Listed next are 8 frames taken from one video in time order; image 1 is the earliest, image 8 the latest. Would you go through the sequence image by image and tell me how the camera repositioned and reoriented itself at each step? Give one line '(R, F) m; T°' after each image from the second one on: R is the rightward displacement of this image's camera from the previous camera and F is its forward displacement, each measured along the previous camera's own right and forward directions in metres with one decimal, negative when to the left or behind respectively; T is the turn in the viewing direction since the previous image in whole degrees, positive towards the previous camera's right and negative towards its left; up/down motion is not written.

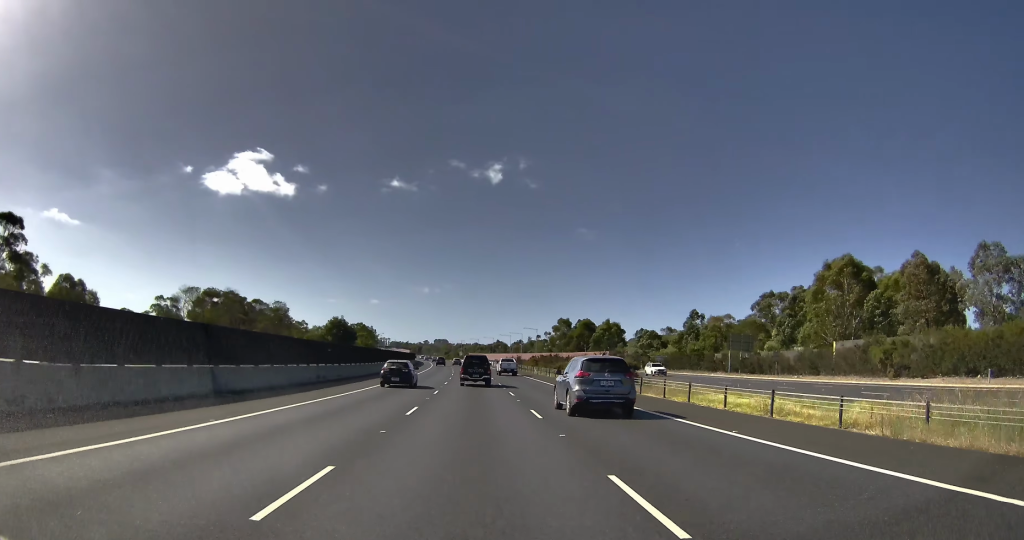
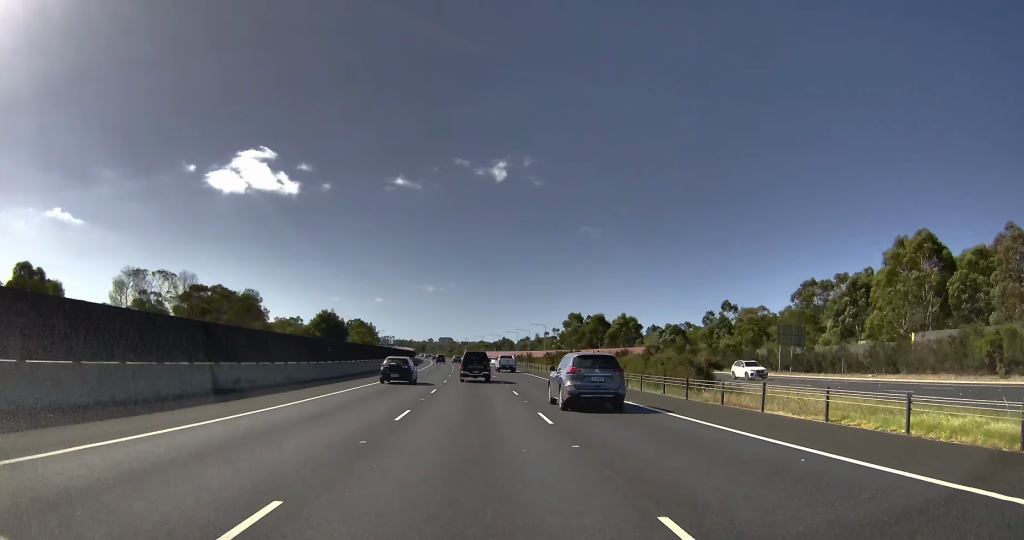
(+0.1, +13.9) m; 0°
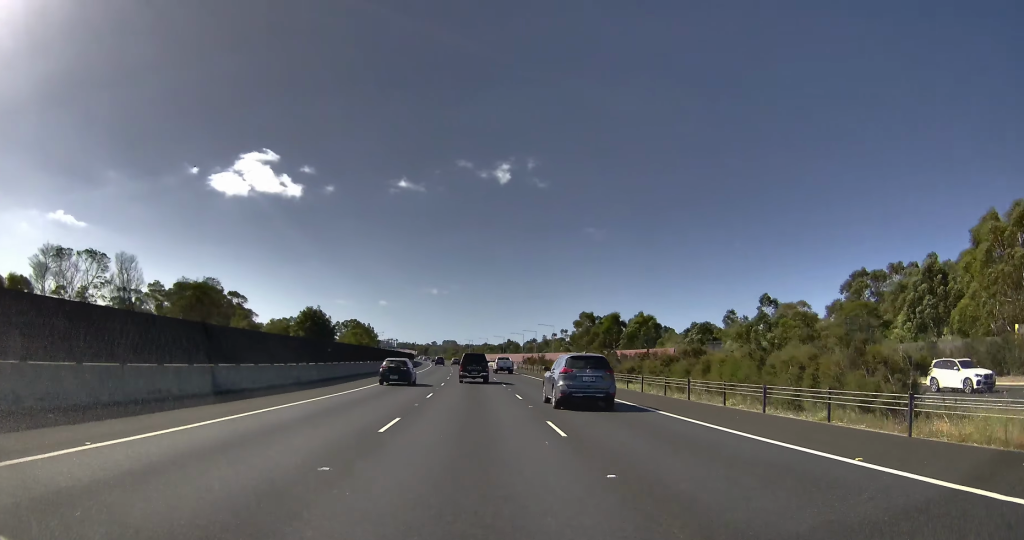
(0.0, +14.8) m; +1°
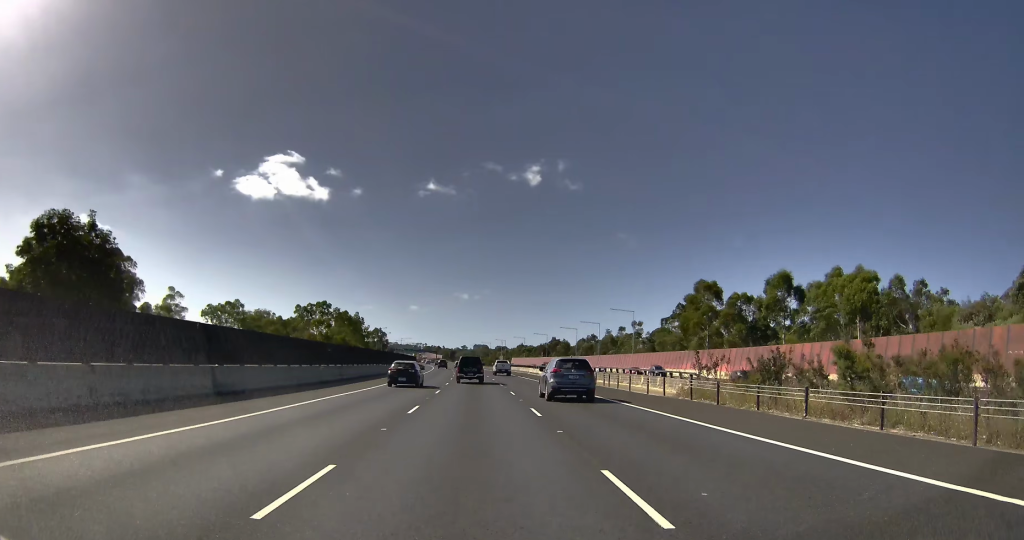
(+1.8, +90.5) m; +3°
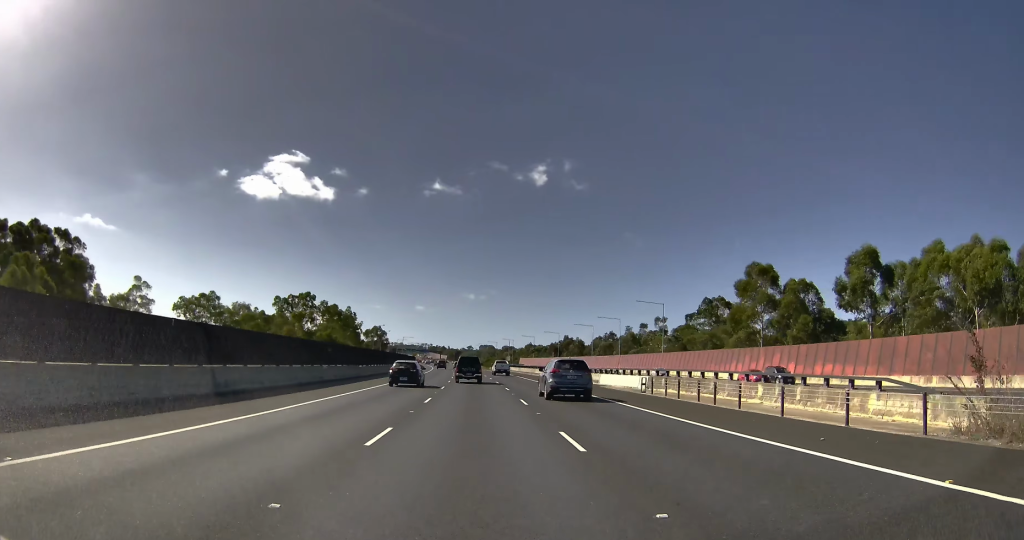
(+0.4, +24.1) m; +1°
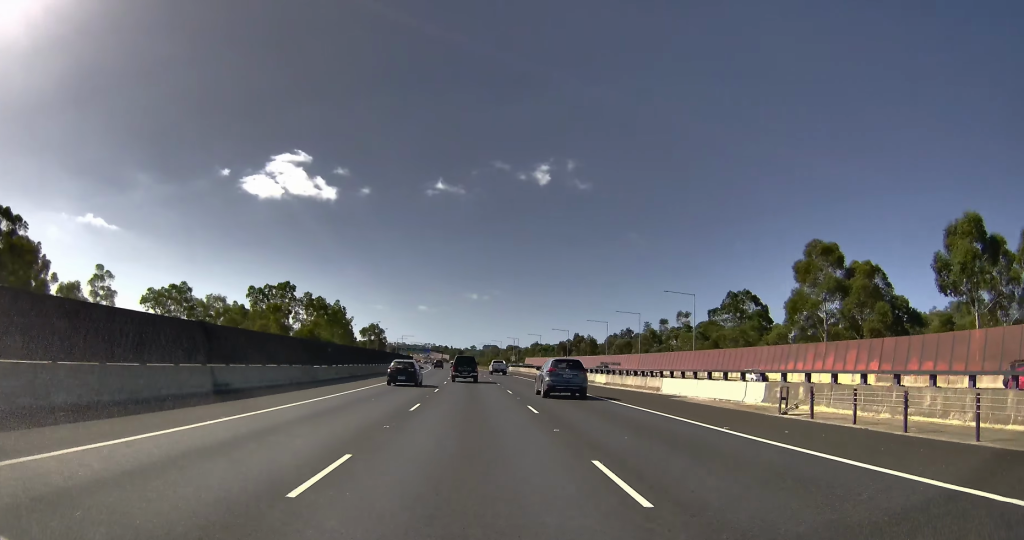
(0.0, +20.6) m; 0°
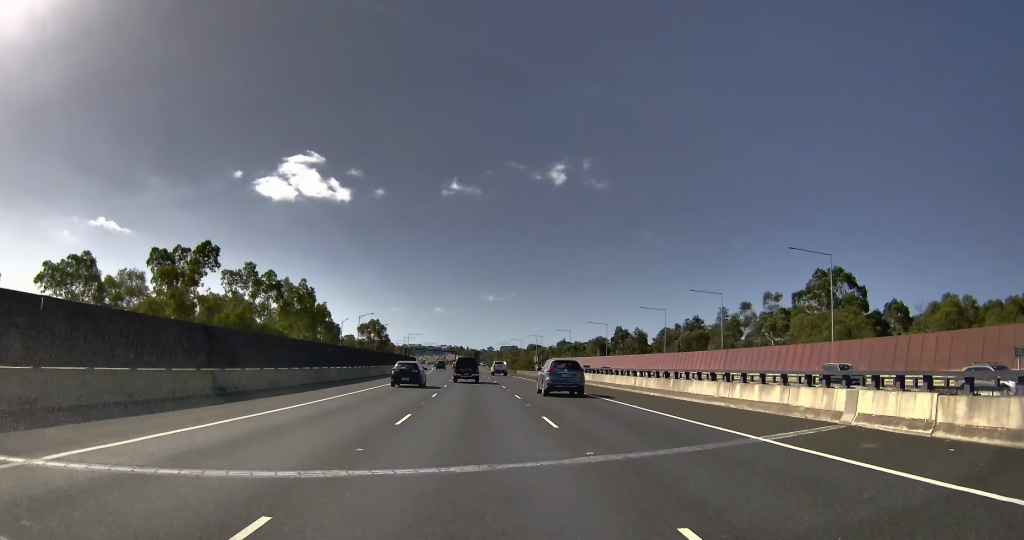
(+0.6, +46.4) m; +2°
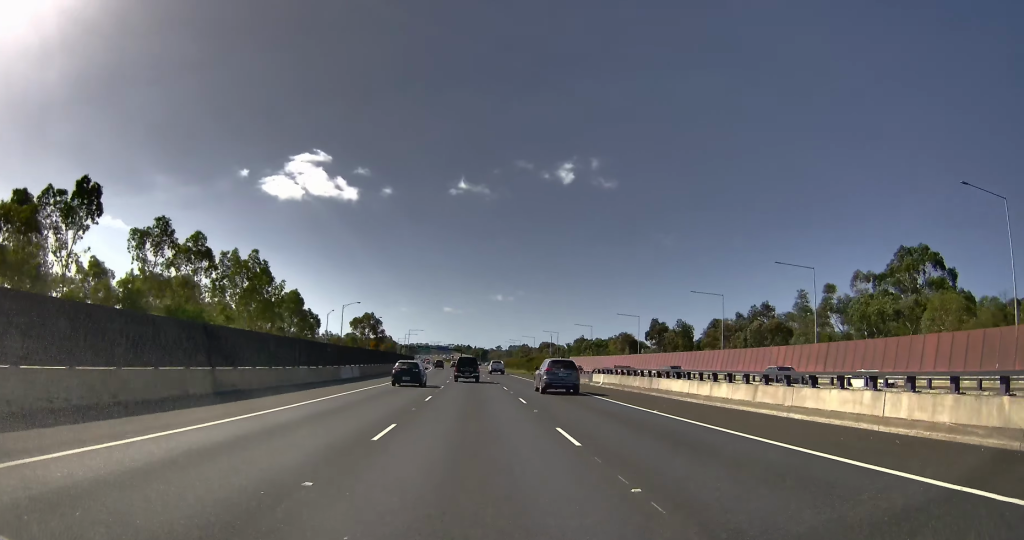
(+0.4, +28.9) m; +1°
